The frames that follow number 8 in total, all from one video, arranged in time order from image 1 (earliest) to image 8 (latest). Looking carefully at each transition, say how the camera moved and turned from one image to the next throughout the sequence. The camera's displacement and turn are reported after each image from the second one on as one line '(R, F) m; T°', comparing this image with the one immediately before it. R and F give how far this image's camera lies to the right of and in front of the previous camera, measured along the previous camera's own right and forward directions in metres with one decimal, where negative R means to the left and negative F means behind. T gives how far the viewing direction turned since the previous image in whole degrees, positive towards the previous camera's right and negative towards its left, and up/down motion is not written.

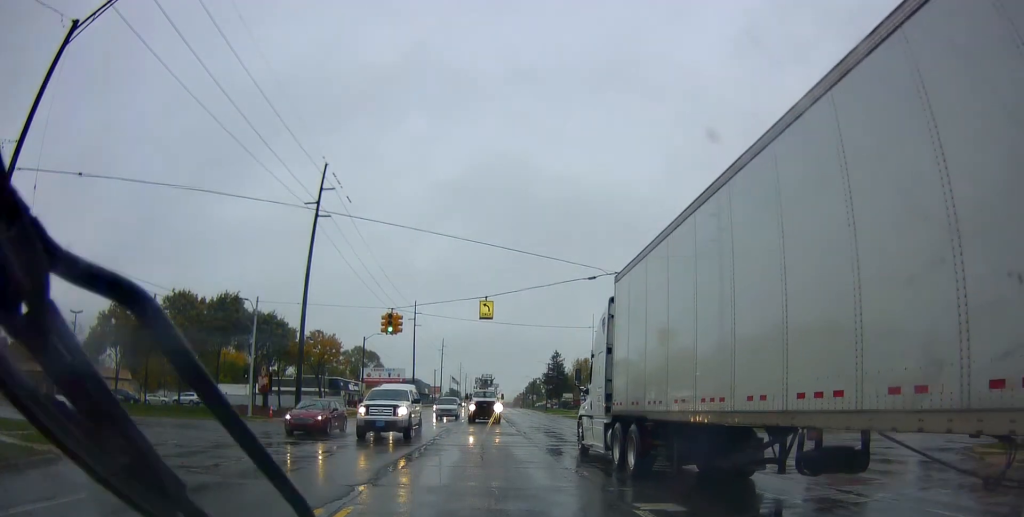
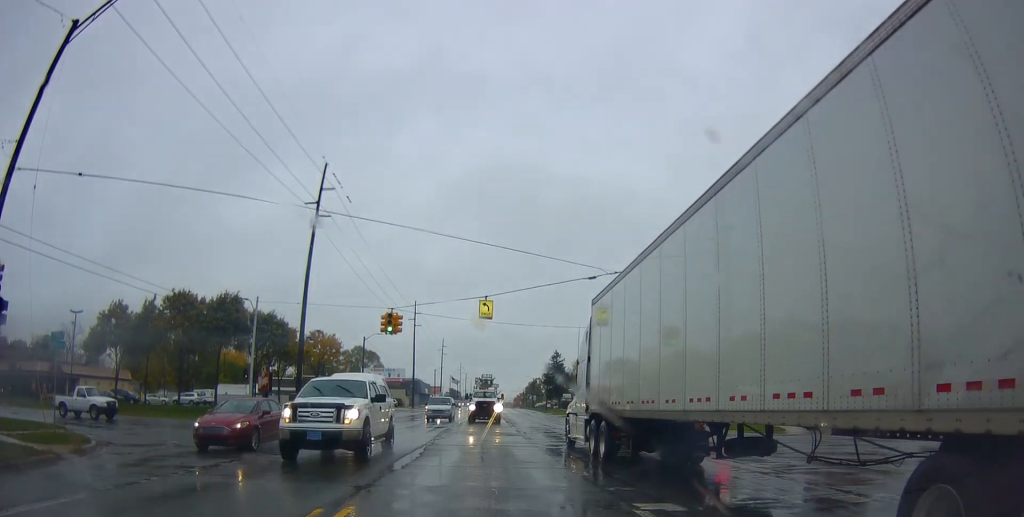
(0.0, 0.0) m; 0°
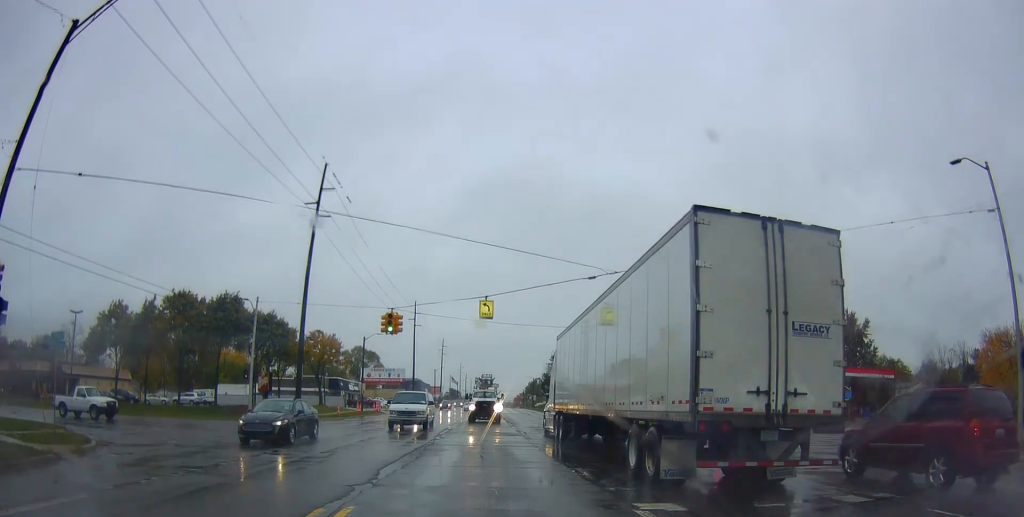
(0.0, 0.0) m; 0°
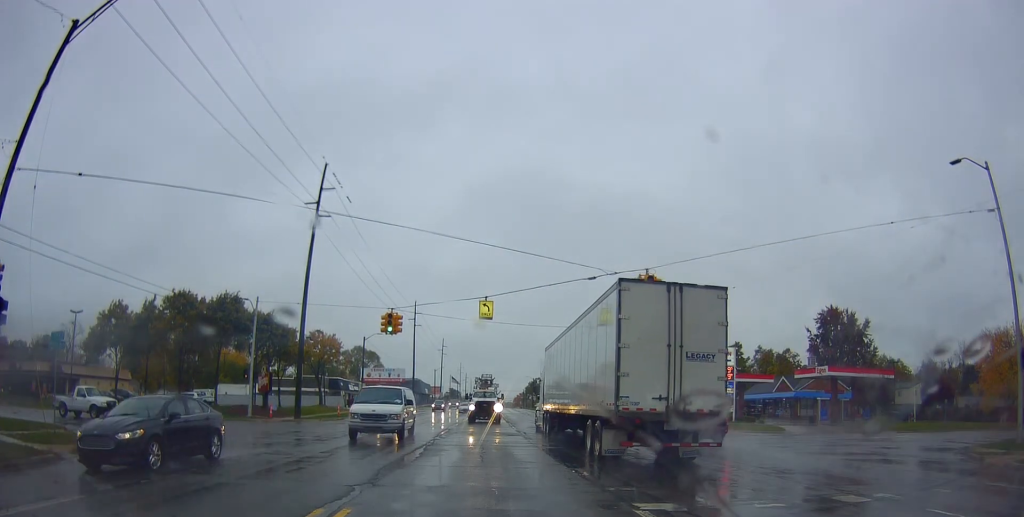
(0.0, 0.0) m; 0°
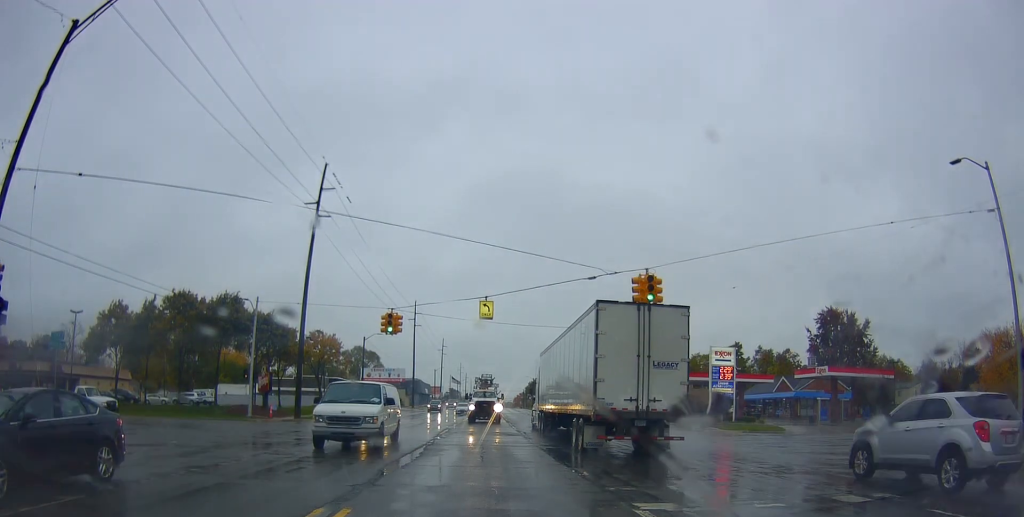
(0.0, 0.0) m; 0°
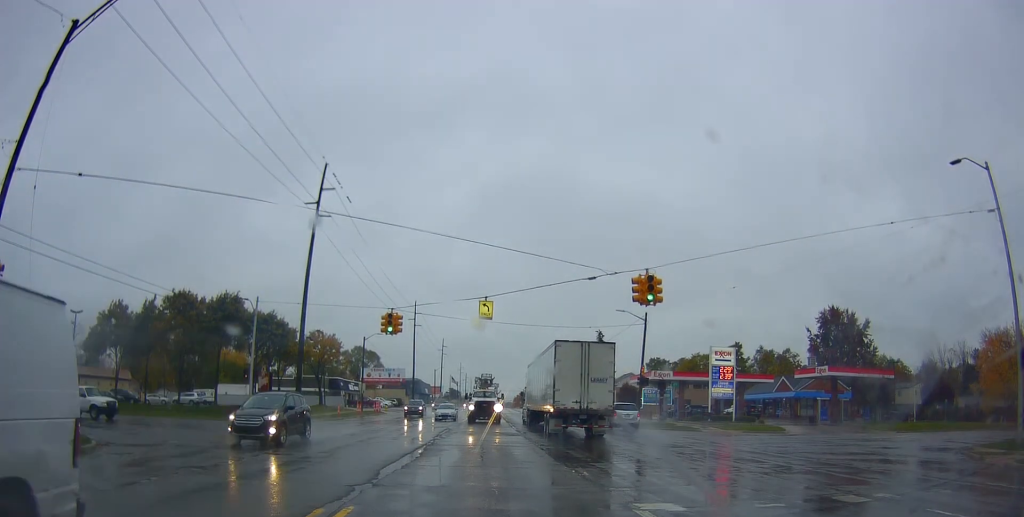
(0.0, 0.0) m; 0°
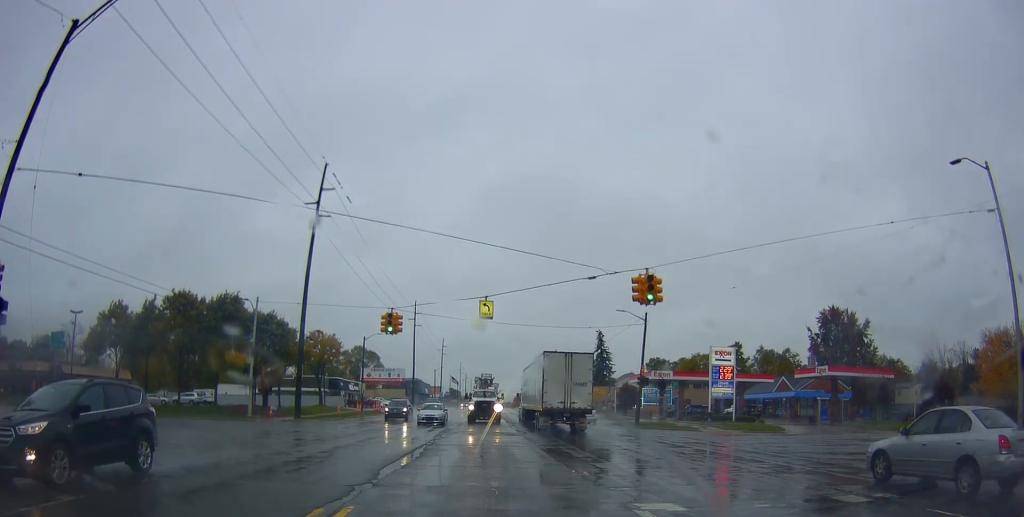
(0.0, 0.0) m; 0°
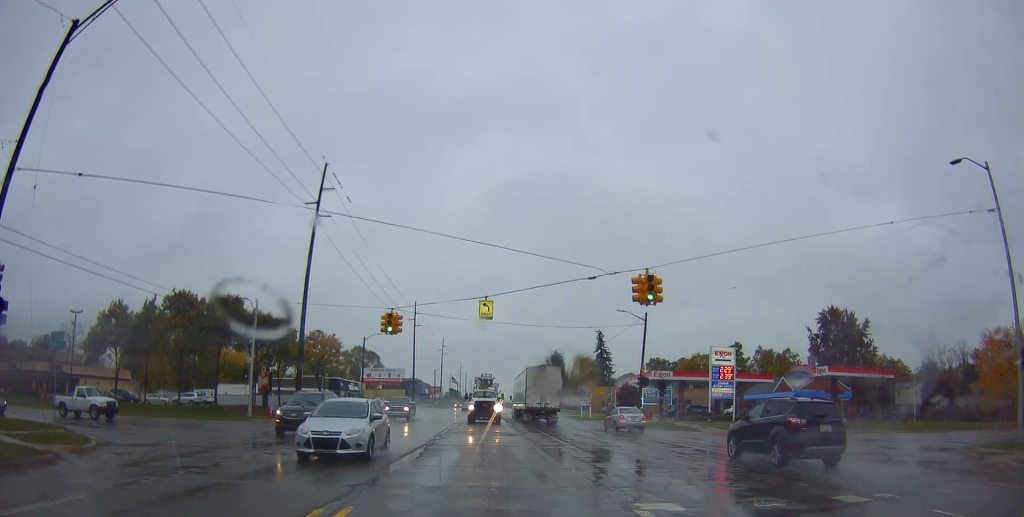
(0.0, 0.0) m; 0°
